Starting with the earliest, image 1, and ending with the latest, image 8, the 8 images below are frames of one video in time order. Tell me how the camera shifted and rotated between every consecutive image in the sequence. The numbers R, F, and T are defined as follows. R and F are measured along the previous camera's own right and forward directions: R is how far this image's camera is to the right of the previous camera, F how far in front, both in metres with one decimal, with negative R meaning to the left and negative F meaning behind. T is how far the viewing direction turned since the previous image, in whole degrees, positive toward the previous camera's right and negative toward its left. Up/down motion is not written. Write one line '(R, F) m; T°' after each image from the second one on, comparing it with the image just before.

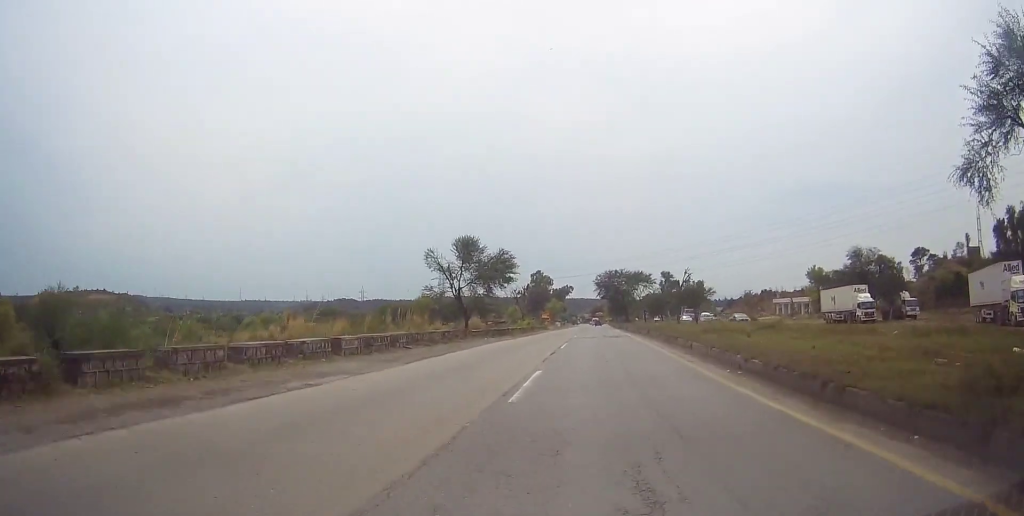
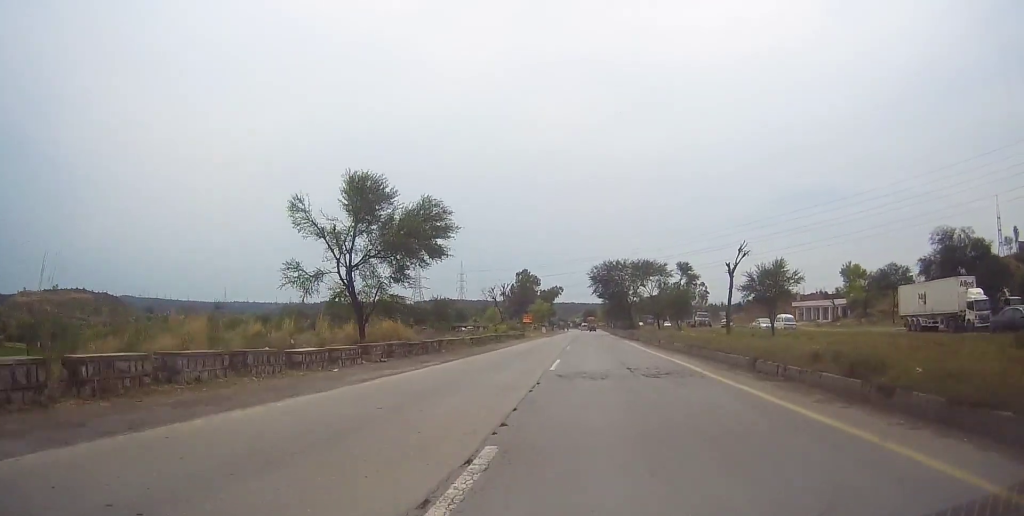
(+0.5, +27.6) m; +1°
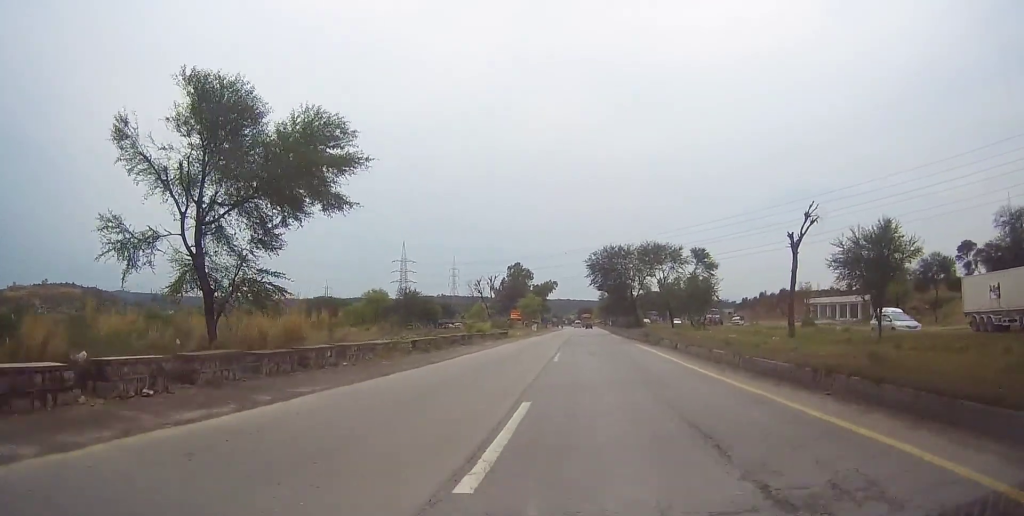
(0.0, +14.4) m; 0°
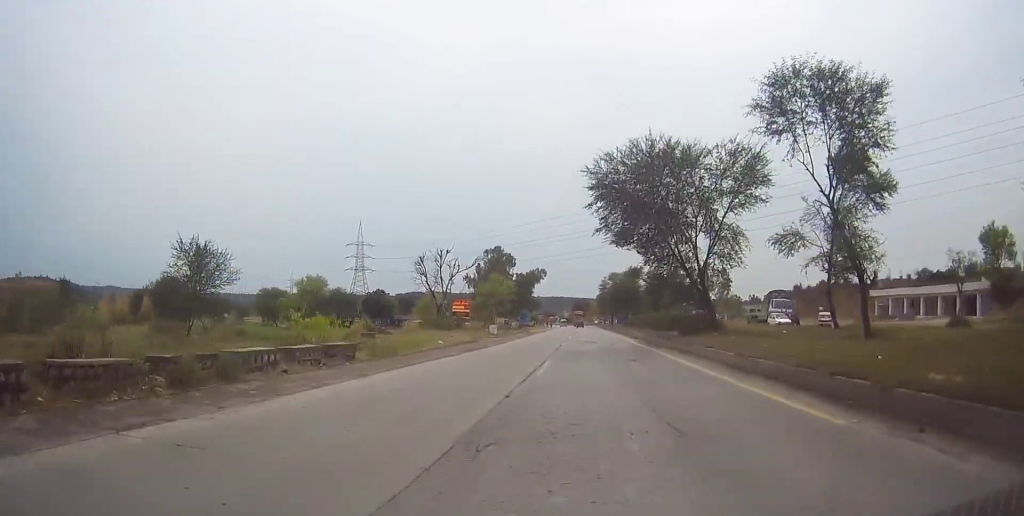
(0.0, +43.5) m; +2°
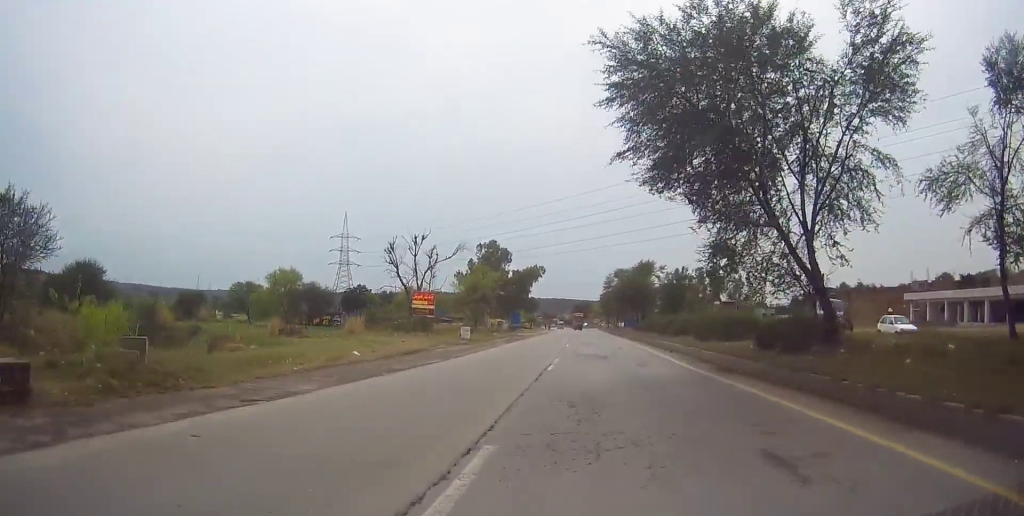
(+0.3, +14.6) m; 0°
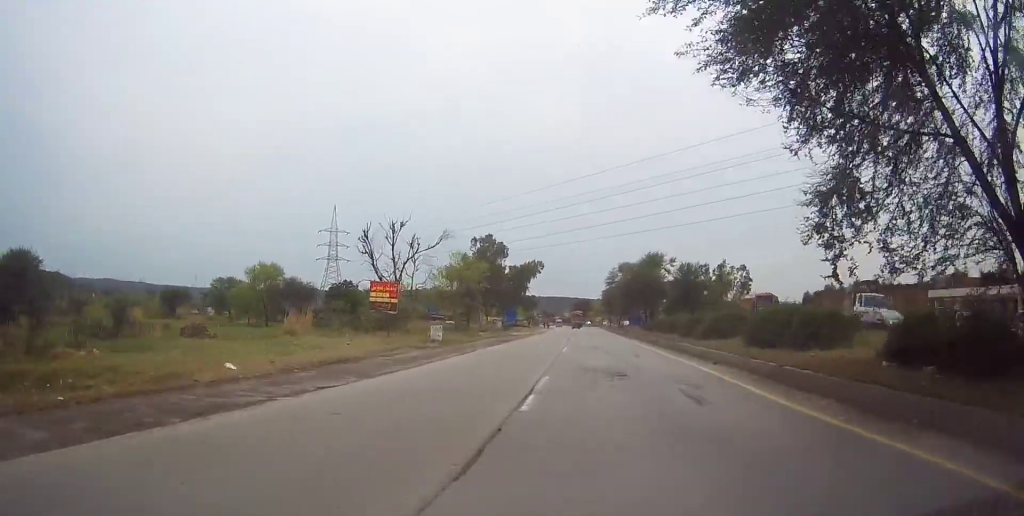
(+0.2, +9.2) m; 0°
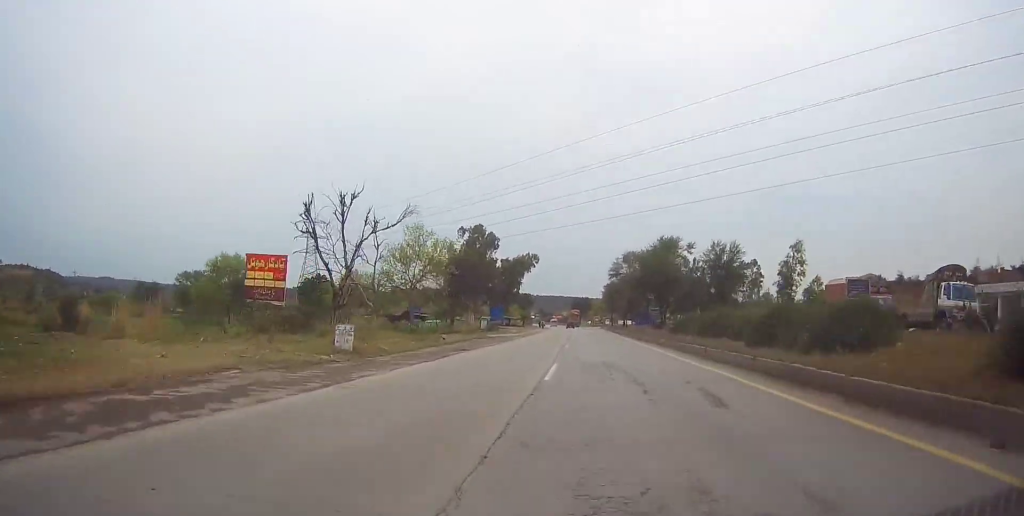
(-0.4, +13.9) m; 0°
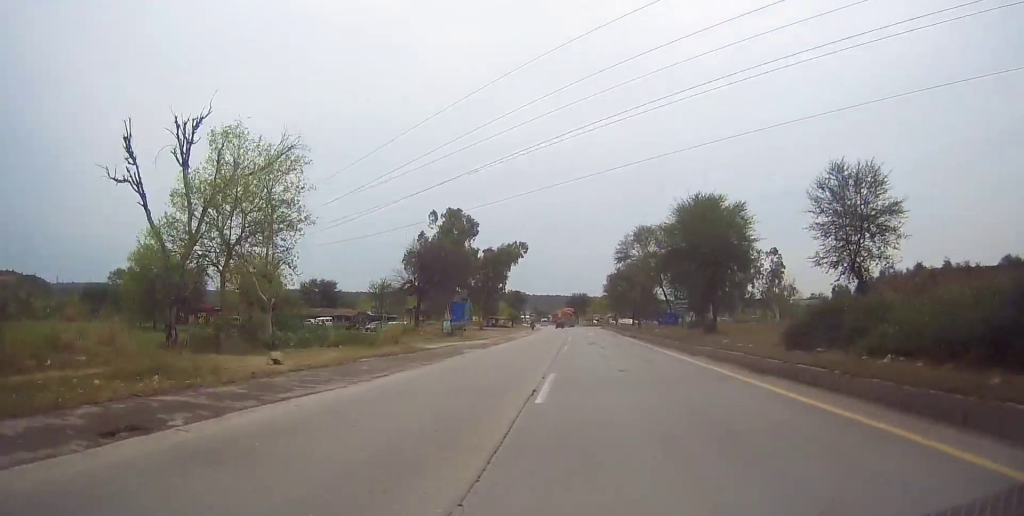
(+0.2, +21.9) m; 0°
